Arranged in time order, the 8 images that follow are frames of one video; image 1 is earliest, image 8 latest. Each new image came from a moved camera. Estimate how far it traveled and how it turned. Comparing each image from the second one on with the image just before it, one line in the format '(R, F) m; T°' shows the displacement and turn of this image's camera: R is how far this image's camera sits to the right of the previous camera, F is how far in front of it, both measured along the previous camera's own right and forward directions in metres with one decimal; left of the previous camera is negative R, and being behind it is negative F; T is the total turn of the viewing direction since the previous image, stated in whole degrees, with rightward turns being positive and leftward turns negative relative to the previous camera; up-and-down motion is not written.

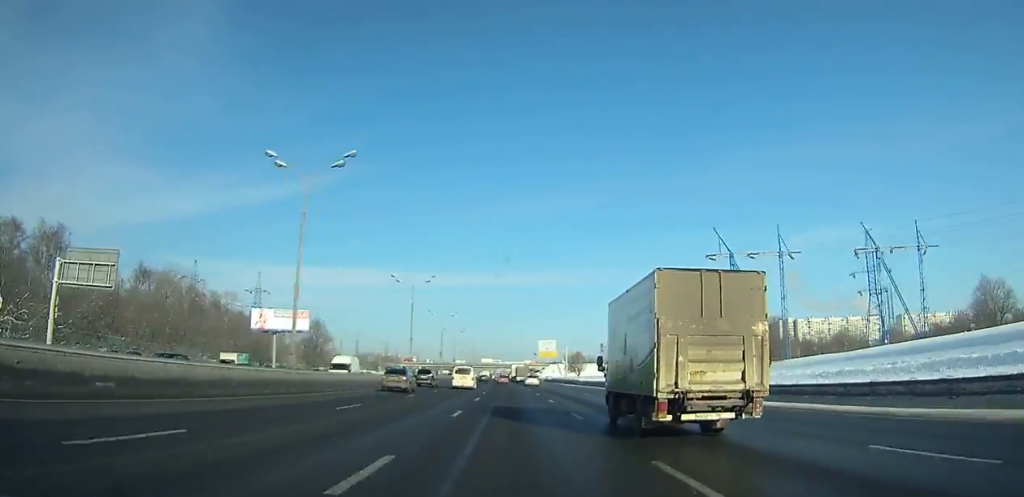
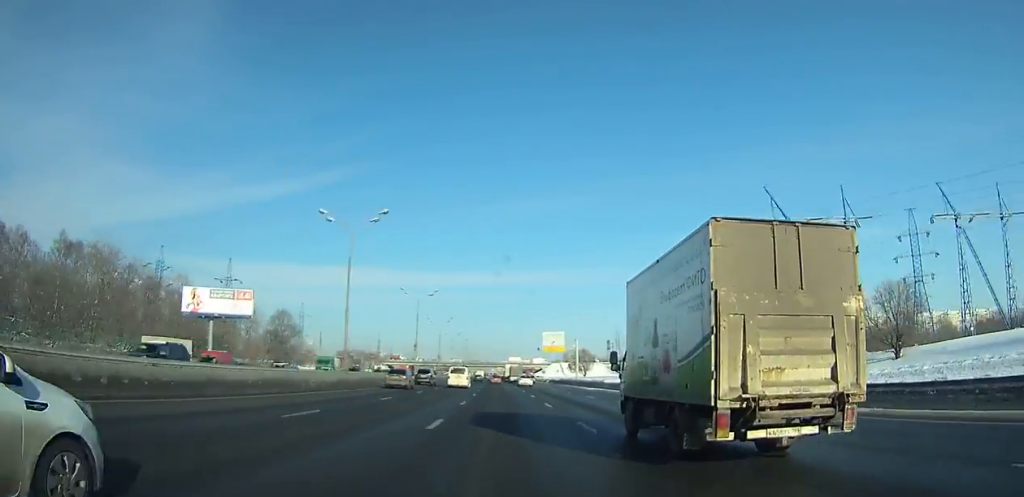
(0.0, +28.3) m; 0°
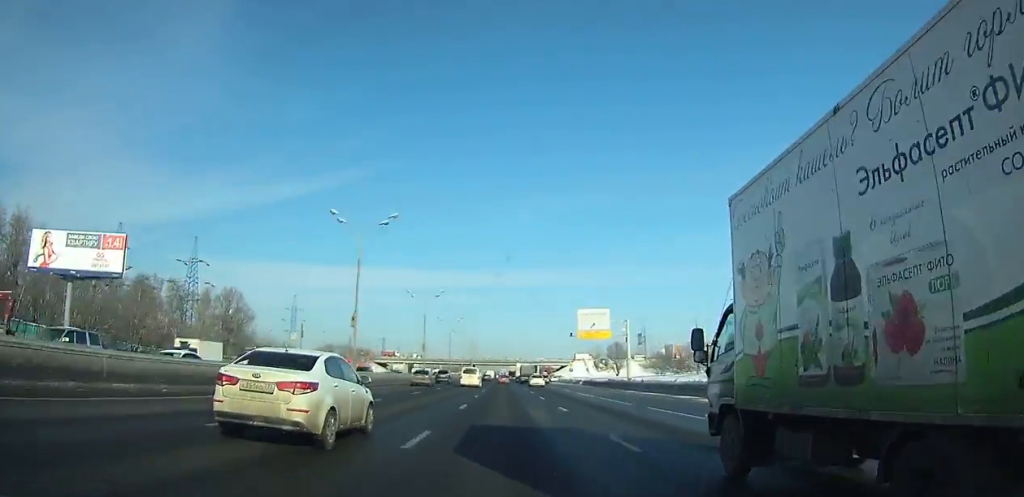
(0.0, +39.7) m; 0°
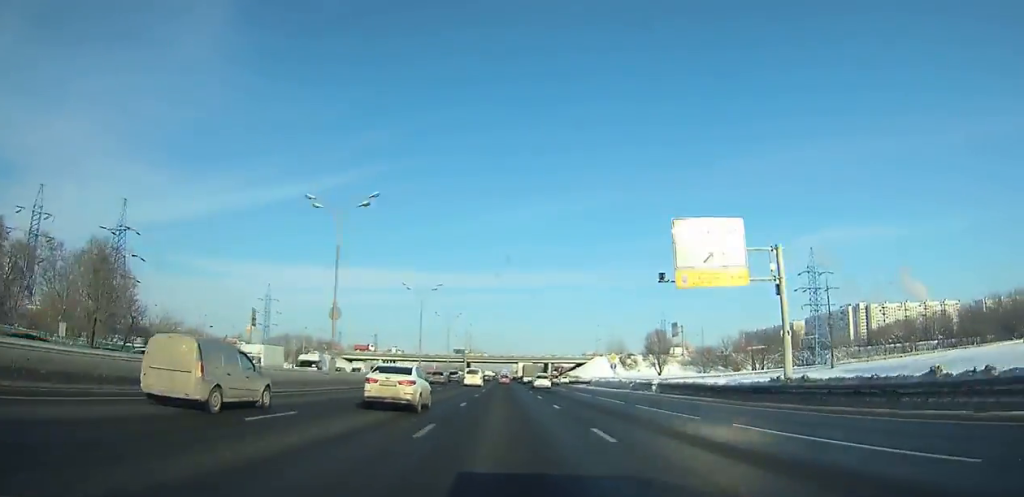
(0.0, +45.8) m; 0°
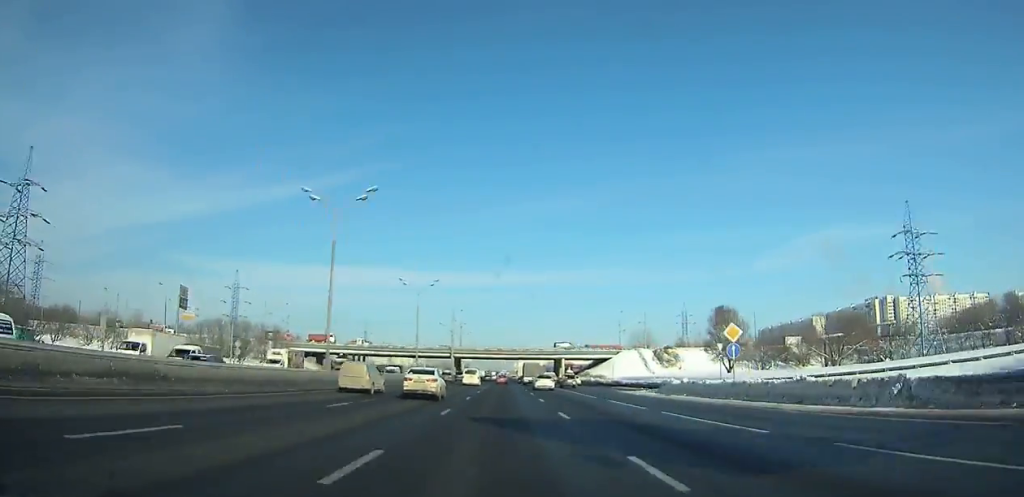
(0.0, +42.8) m; 0°
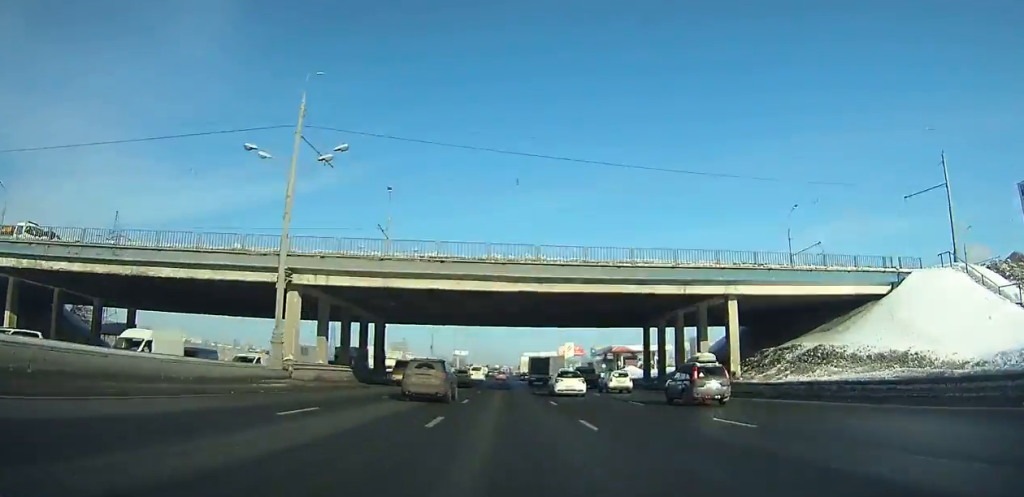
(0.0, +104.5) m; 0°
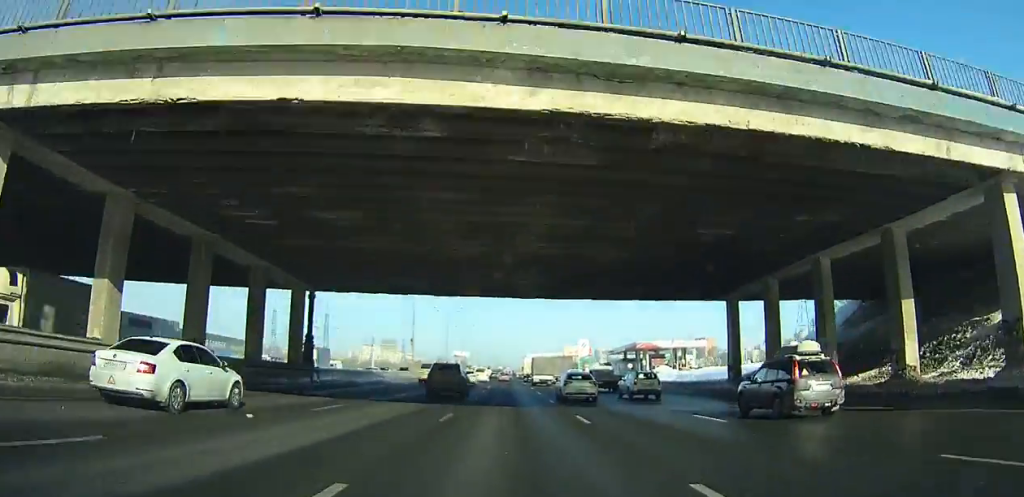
(0.0, +23.2) m; 0°
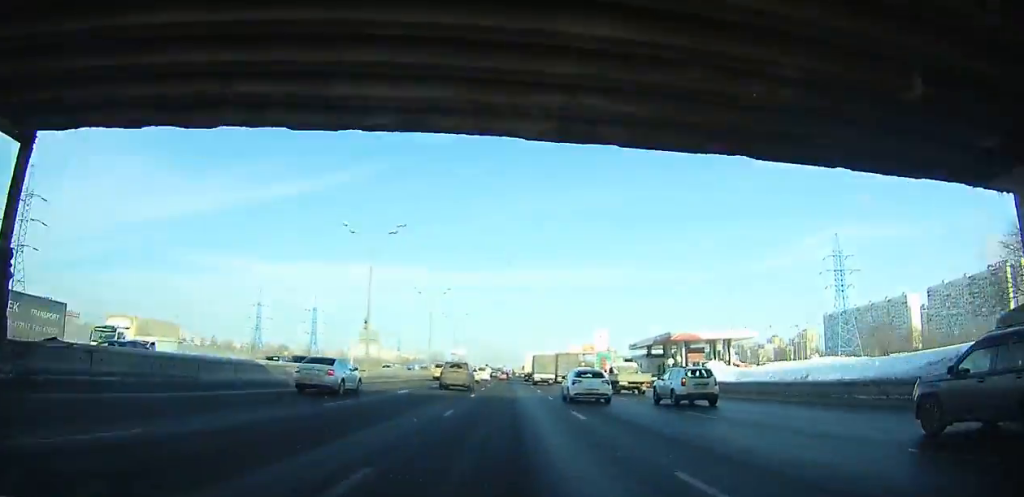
(0.0, +25.2) m; 0°
